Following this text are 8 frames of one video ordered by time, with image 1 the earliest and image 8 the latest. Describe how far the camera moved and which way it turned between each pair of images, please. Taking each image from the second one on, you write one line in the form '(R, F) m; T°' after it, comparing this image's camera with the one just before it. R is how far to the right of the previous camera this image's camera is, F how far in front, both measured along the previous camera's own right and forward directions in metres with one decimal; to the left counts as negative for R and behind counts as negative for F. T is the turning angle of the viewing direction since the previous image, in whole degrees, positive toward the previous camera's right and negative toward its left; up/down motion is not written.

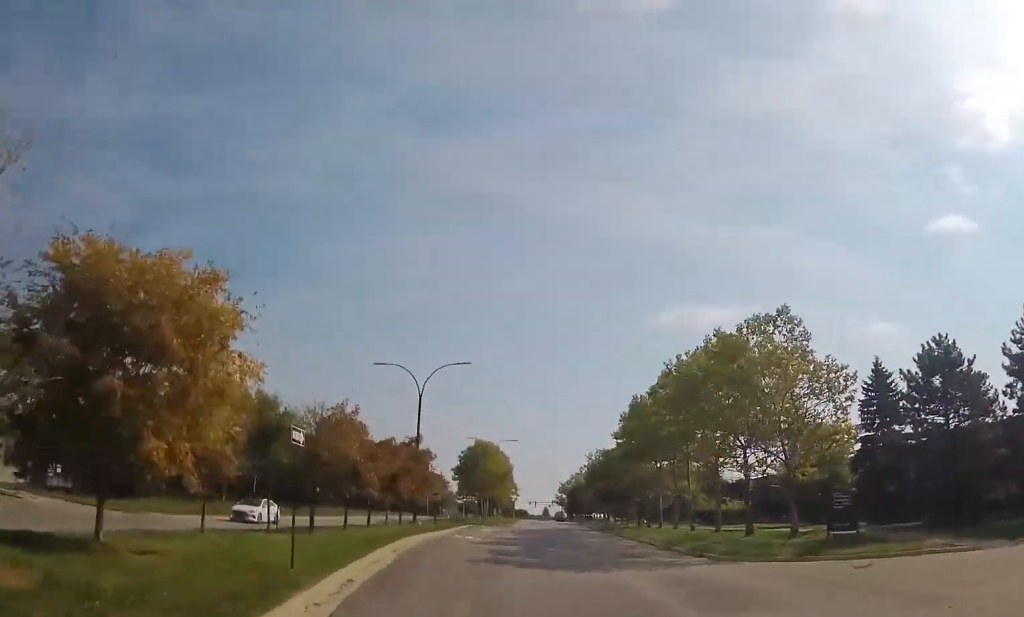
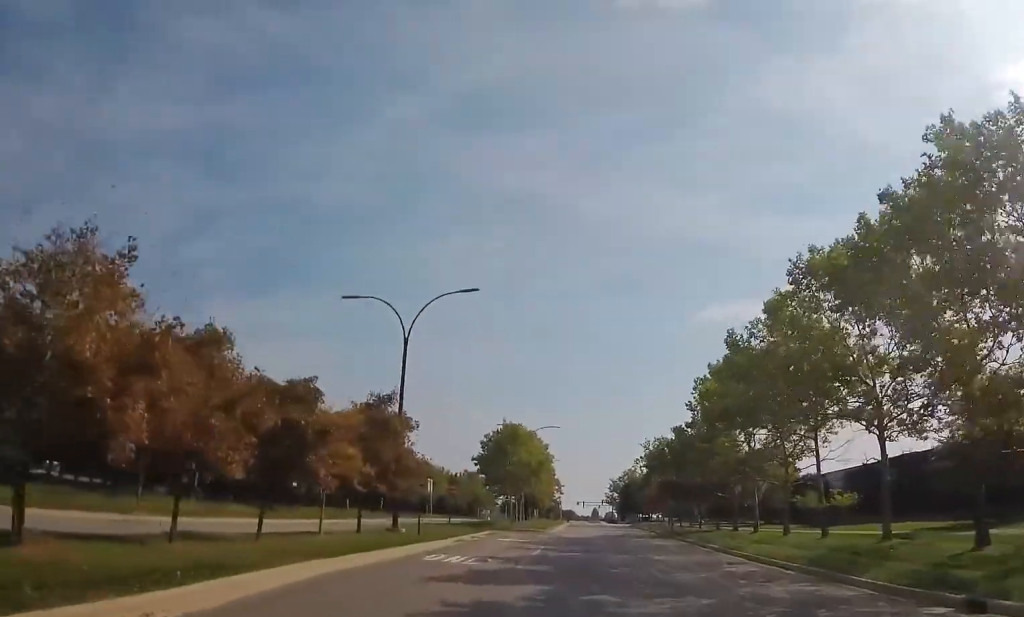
(-0.7, +18.1) m; -8°
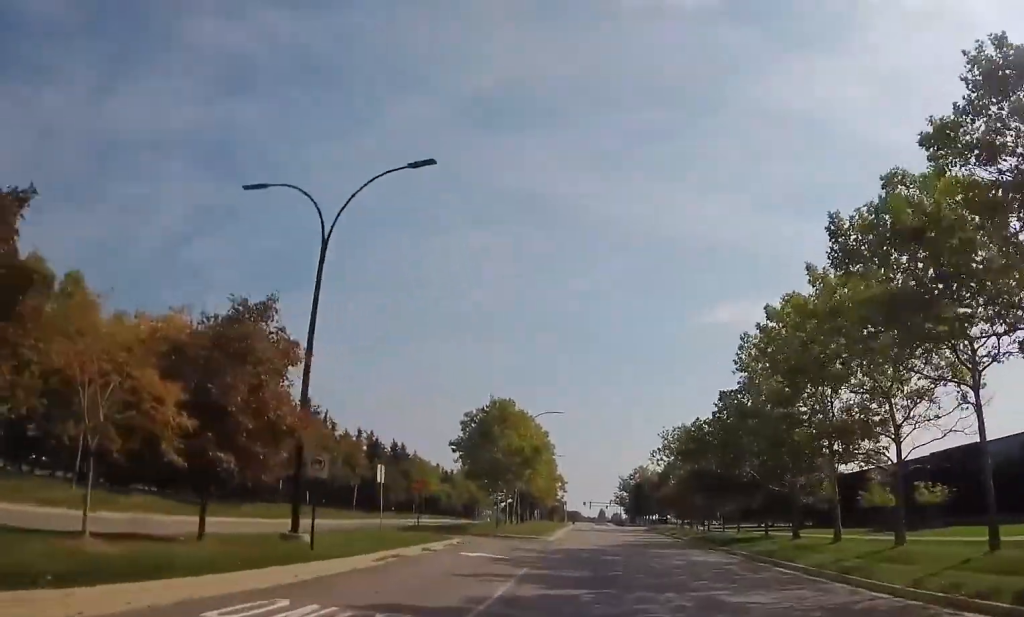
(-1.0, +13.2) m; -5°
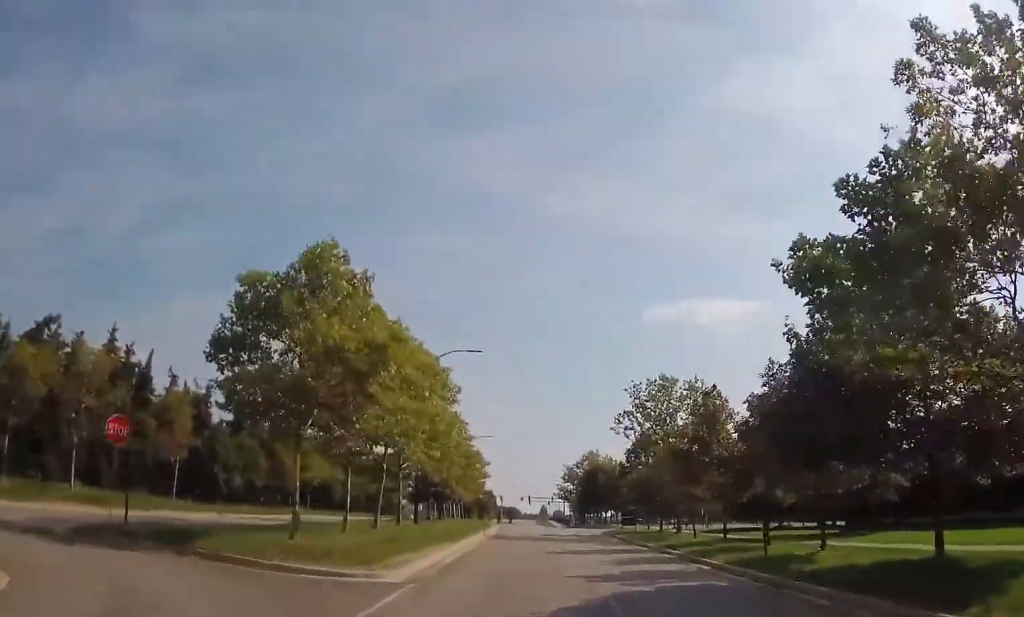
(+0.5, +26.6) m; +3°
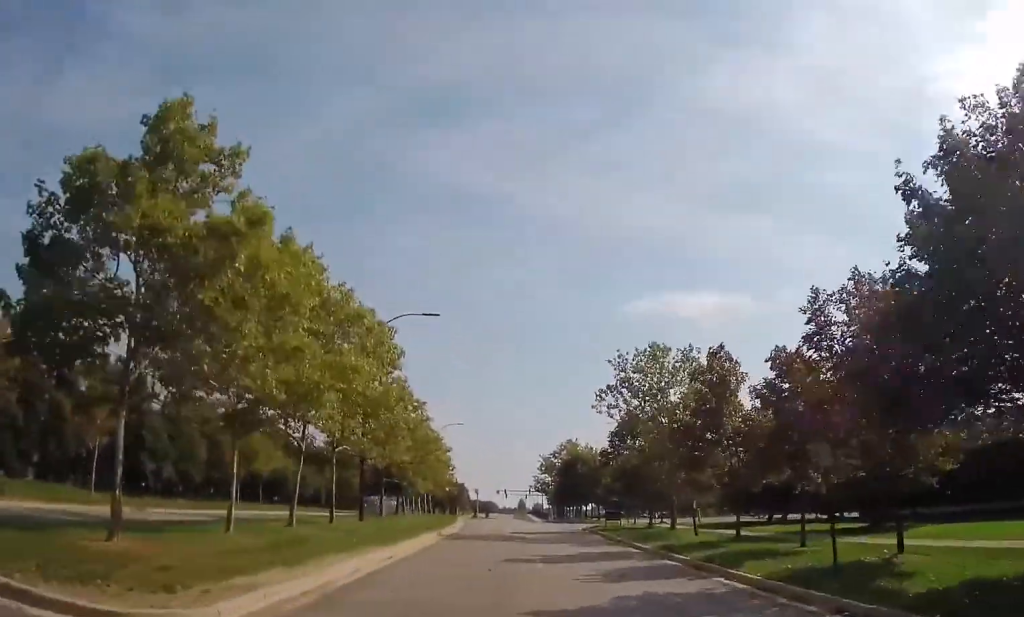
(+0.1, +7.6) m; +1°
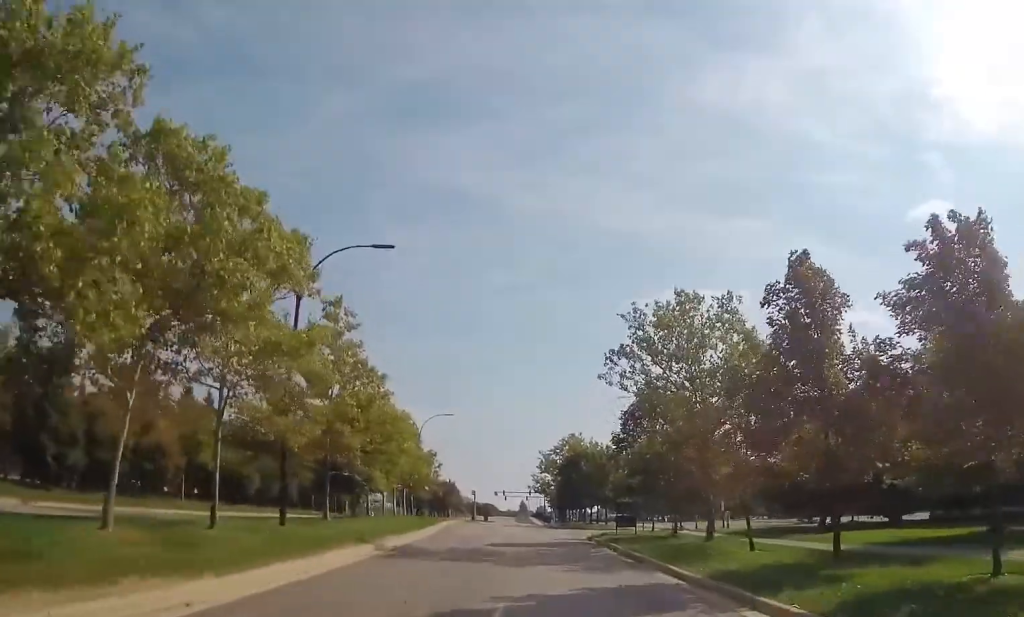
(0.0, +10.9) m; 0°
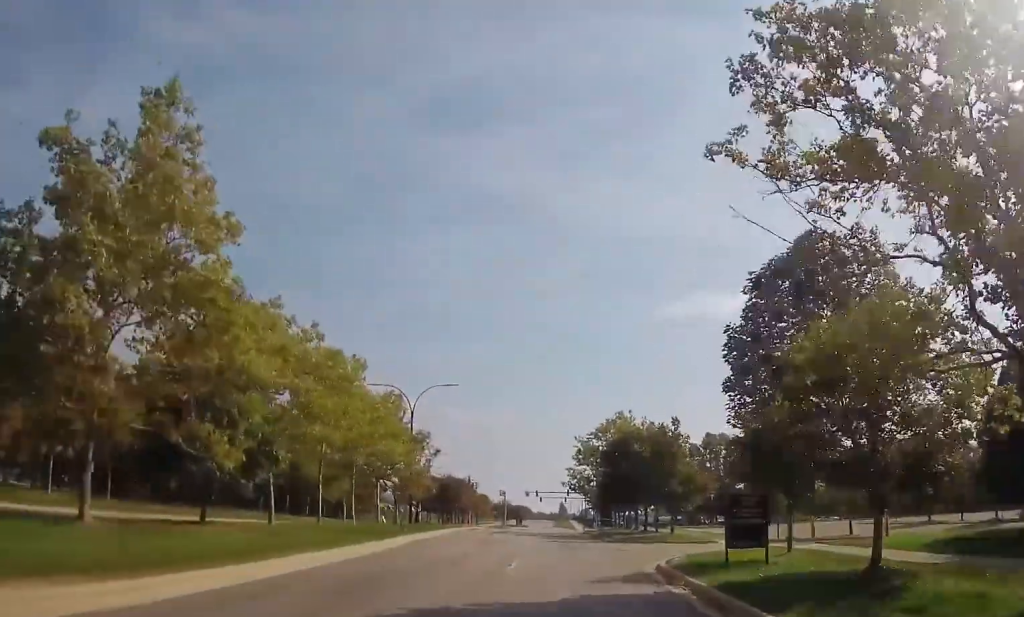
(0.0, +21.1) m; -2°
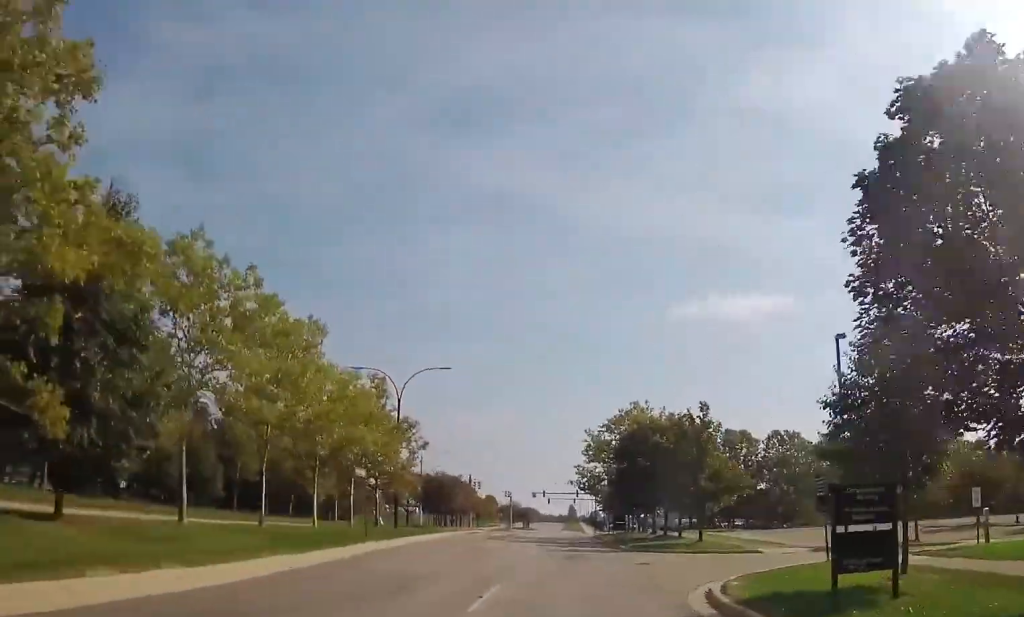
(0.0, +7.2) m; -1°
